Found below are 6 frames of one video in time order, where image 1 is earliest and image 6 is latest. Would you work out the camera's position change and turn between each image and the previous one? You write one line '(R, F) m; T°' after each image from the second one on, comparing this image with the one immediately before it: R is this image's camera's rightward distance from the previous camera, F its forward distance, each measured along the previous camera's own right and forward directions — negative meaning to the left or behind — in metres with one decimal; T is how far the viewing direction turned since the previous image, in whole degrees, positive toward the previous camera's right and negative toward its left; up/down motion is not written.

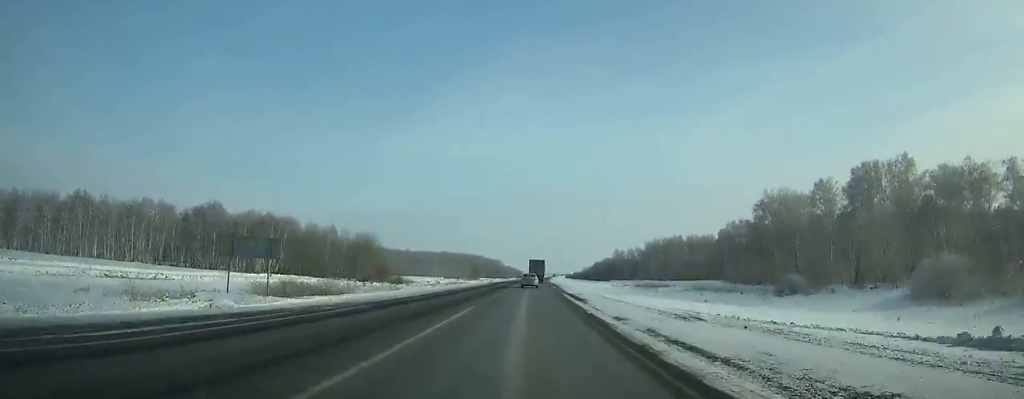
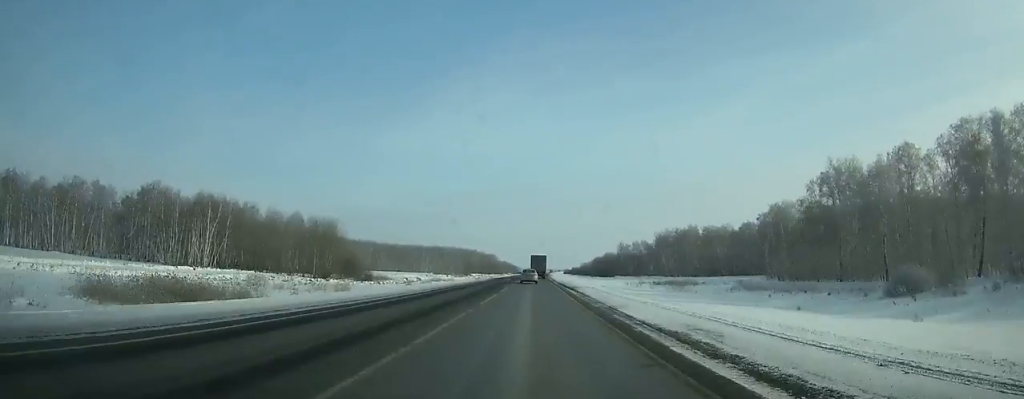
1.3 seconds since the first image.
(+0.2, +30.5) m; 0°
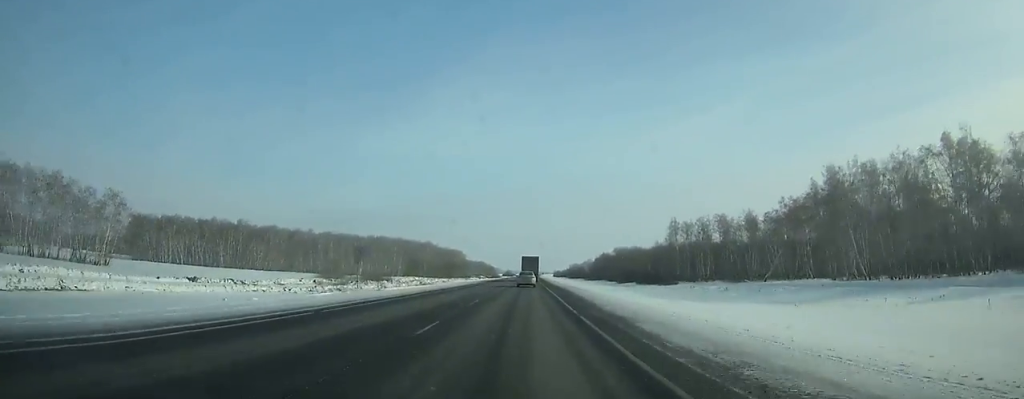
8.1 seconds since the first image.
(+2.4, +160.6) m; +2°
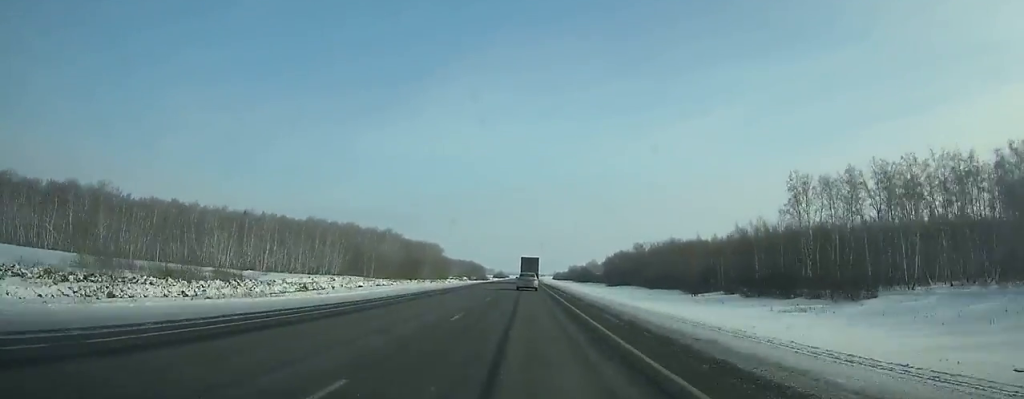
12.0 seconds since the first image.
(+0.5, +91.9) m; +1°
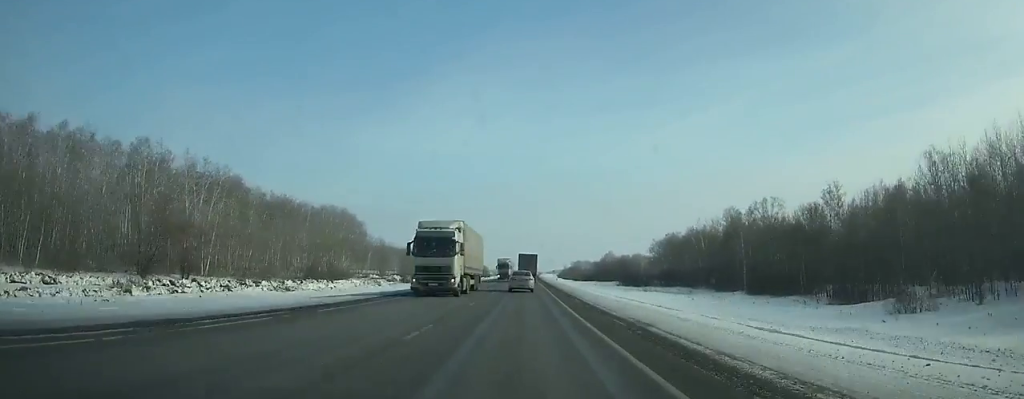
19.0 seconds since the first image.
(+0.5, +162.1) m; 0°
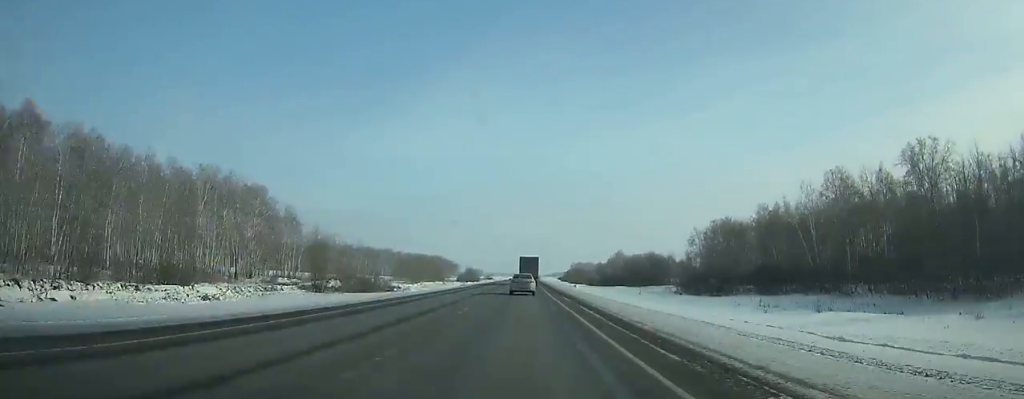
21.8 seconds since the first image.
(-0.1, +64.0) m; 0°
